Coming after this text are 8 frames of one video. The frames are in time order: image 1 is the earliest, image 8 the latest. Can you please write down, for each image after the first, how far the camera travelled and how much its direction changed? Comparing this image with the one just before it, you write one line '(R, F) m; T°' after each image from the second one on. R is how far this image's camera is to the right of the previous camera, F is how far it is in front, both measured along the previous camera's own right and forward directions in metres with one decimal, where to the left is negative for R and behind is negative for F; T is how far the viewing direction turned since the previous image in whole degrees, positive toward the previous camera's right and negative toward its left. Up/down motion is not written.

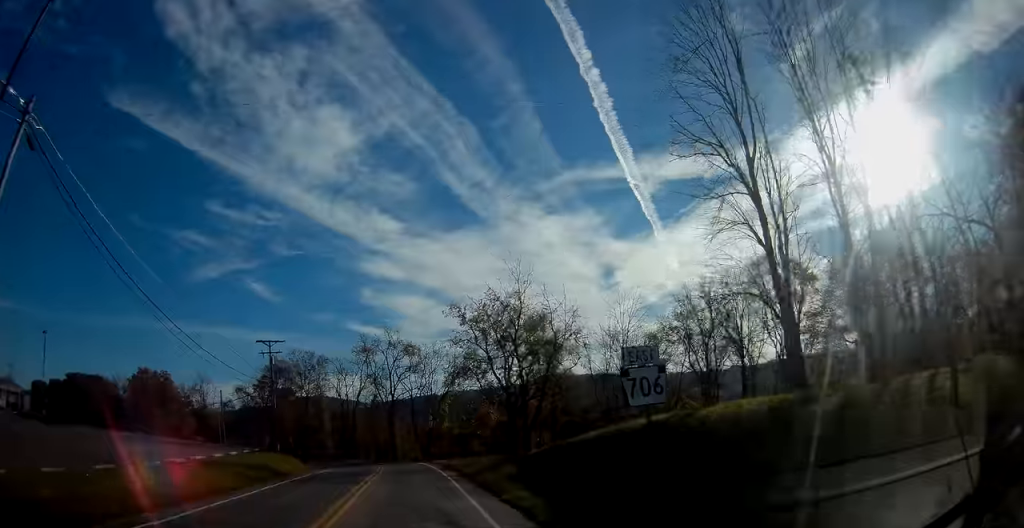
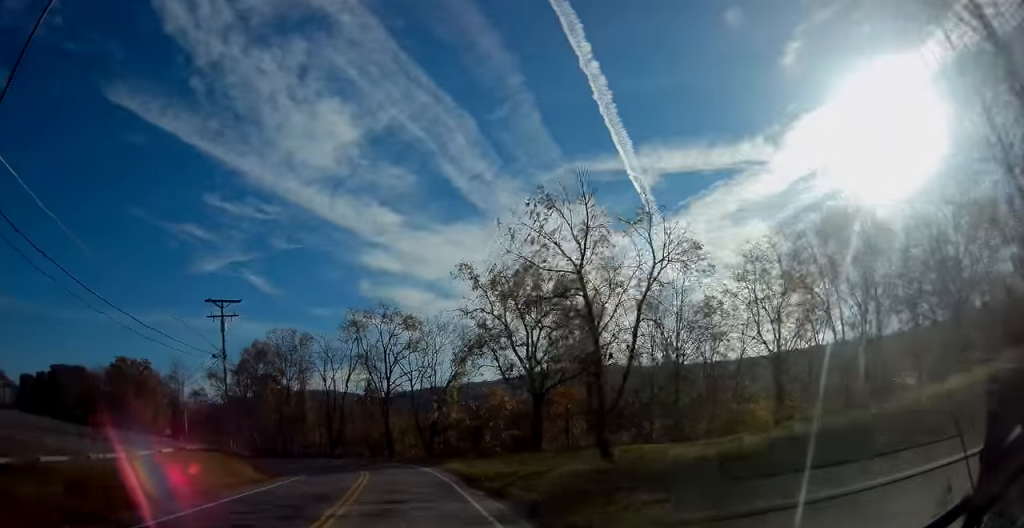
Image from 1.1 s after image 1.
(0.0, +15.0) m; 0°
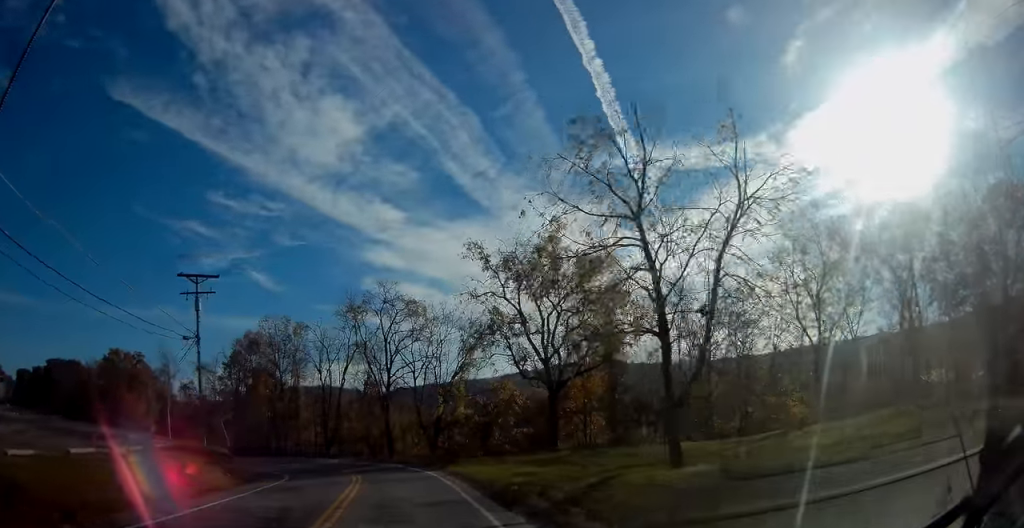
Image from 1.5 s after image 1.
(0.0, +6.0) m; 0°
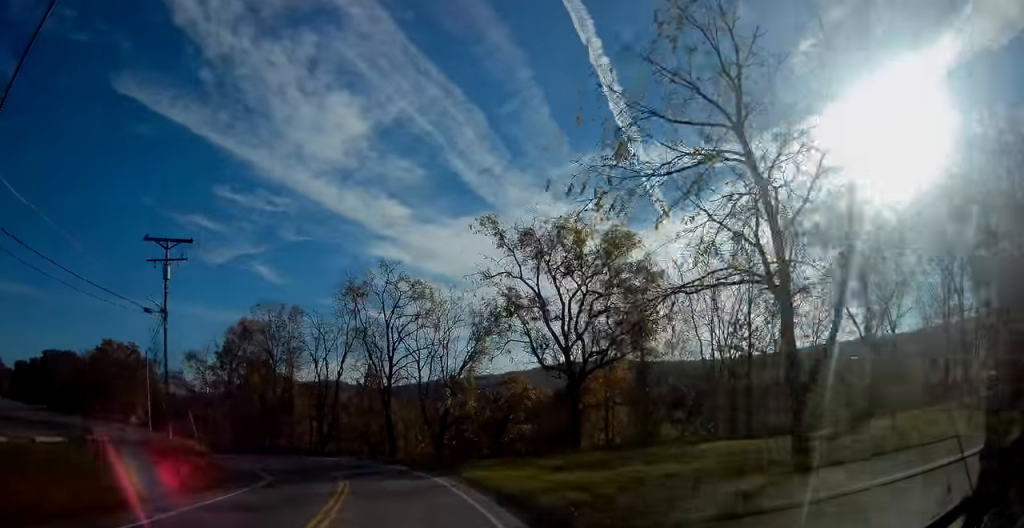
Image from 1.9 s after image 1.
(0.0, +6.0) m; 0°
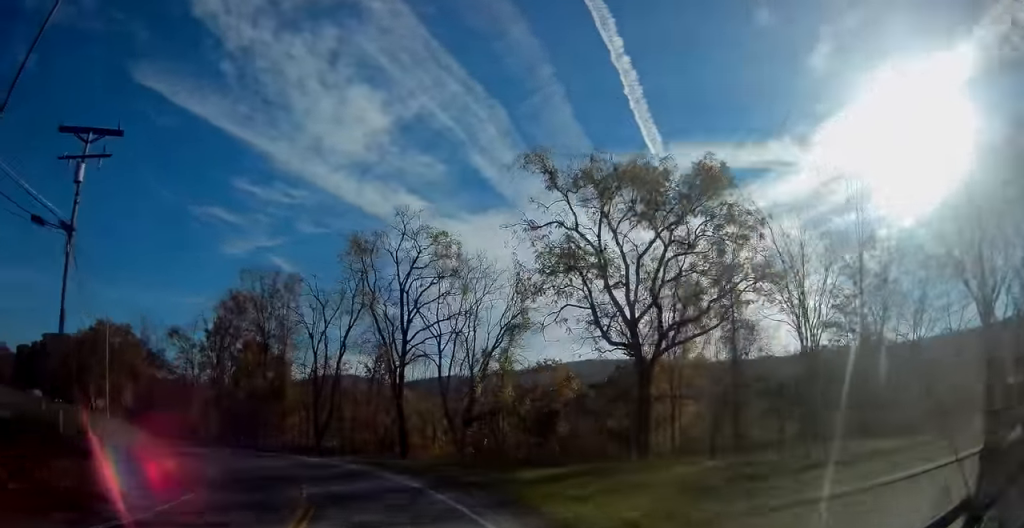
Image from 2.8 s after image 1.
(0.0, +11.7) m; 0°
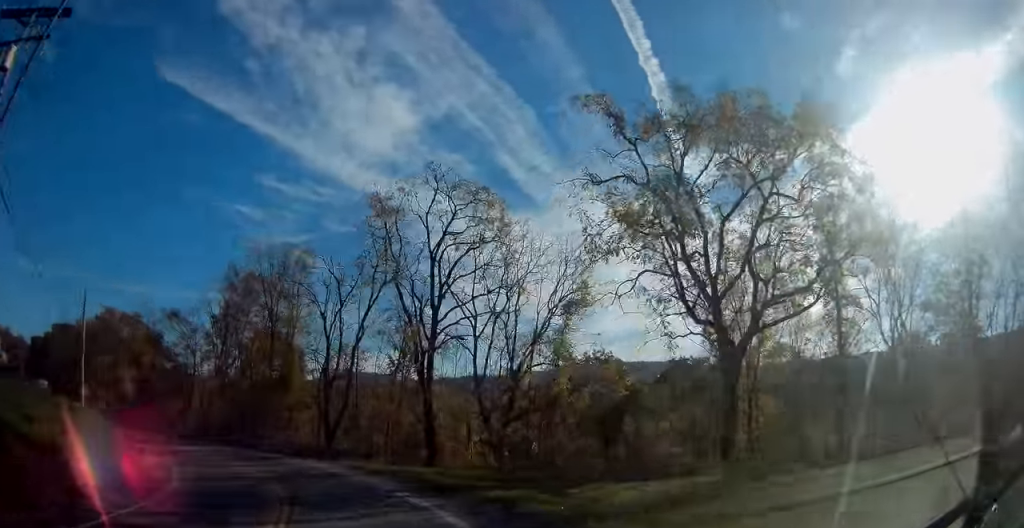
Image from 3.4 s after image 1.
(0.0, +7.8) m; -2°
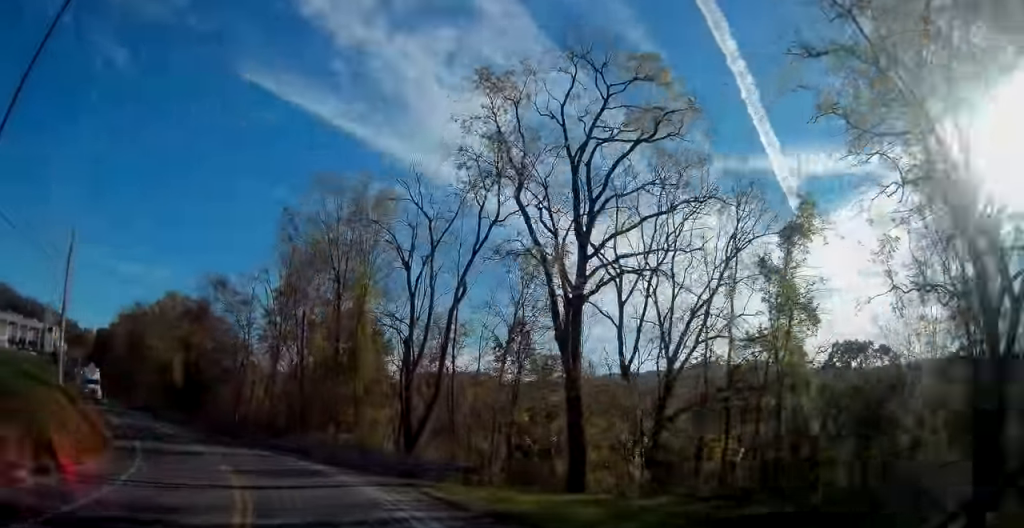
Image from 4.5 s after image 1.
(-0.5, +13.2) m; -7°
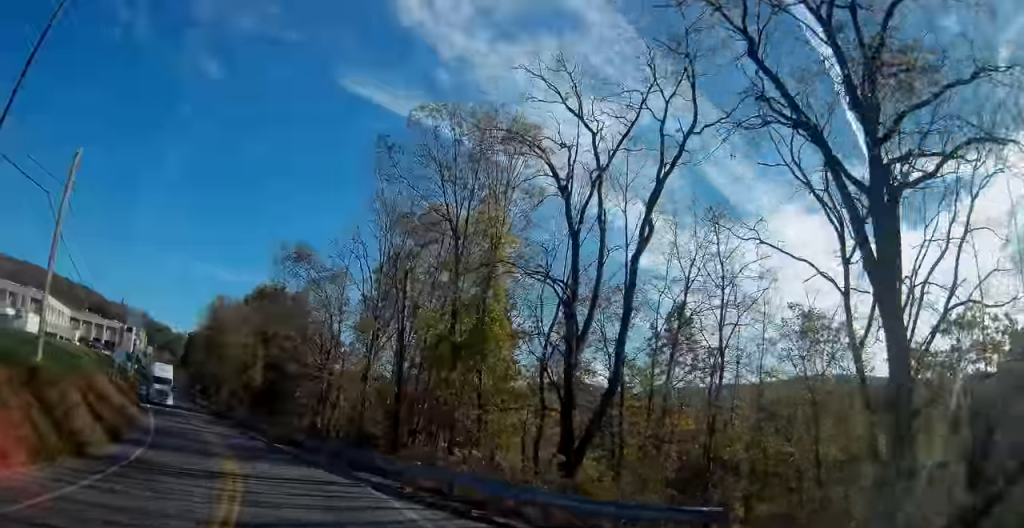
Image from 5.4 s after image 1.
(-0.8, +10.8) m; -9°
